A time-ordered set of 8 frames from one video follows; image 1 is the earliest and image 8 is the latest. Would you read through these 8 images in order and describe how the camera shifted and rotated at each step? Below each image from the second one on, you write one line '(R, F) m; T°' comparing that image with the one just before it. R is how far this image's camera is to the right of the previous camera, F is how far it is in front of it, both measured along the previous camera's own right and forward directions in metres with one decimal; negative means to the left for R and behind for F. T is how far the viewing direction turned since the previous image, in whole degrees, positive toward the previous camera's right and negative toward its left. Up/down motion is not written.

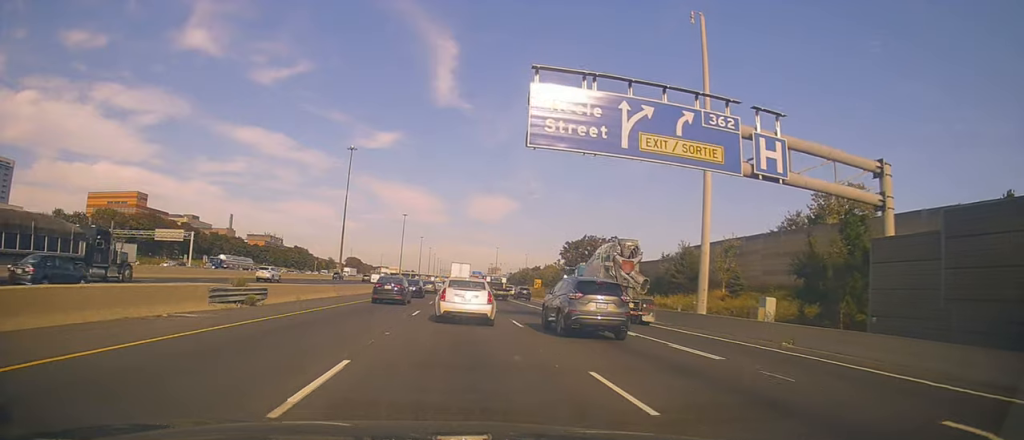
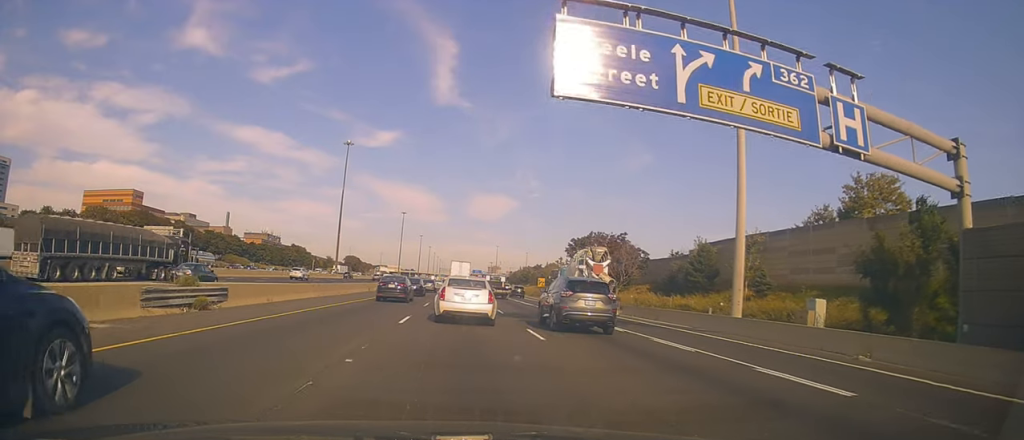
(+0.1, +4.5) m; -2°
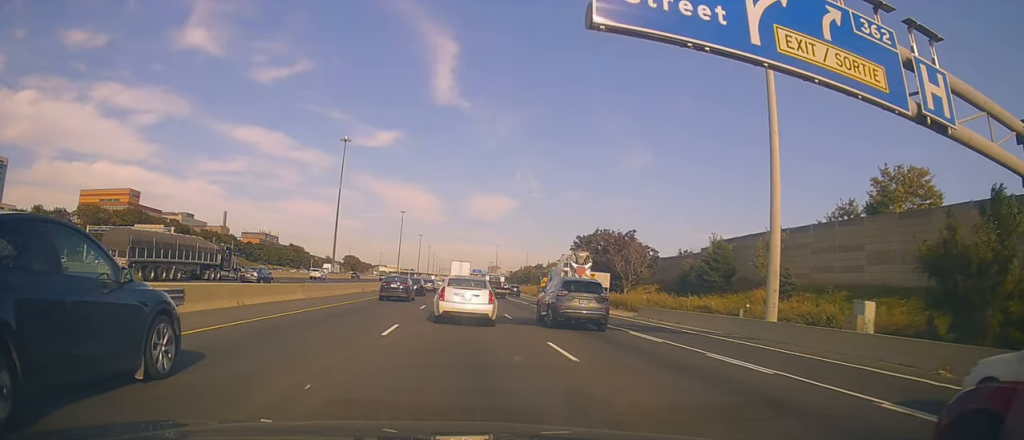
(-0.4, +3.8) m; -2°
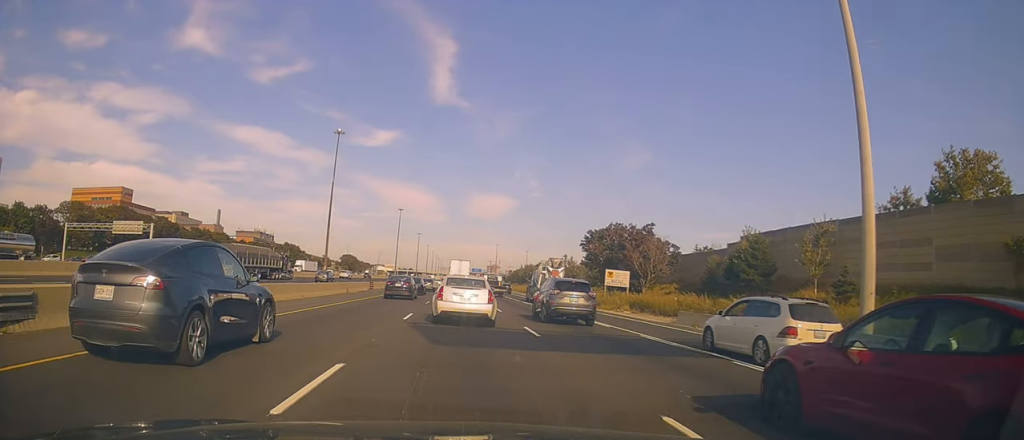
(0.0, +7.8) m; +1°
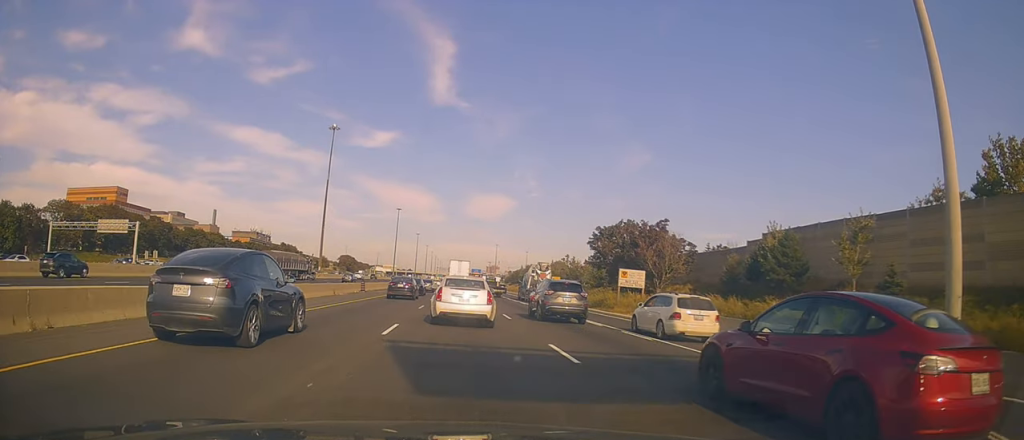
(+0.1, +5.1) m; 0°
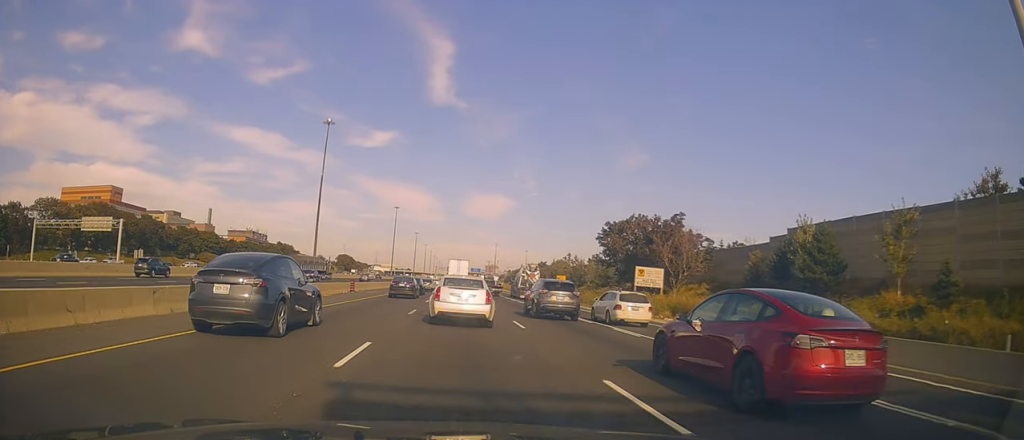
(0.0, +4.9) m; 0°
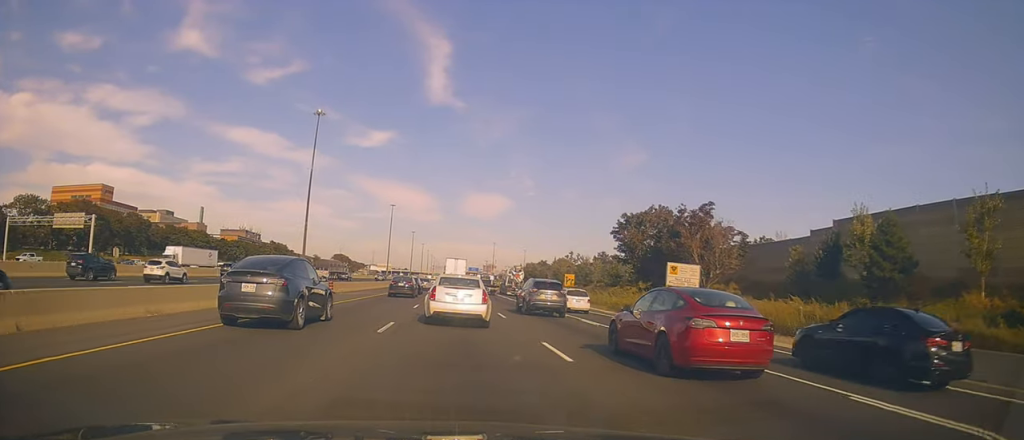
(0.0, +7.4) m; +3°
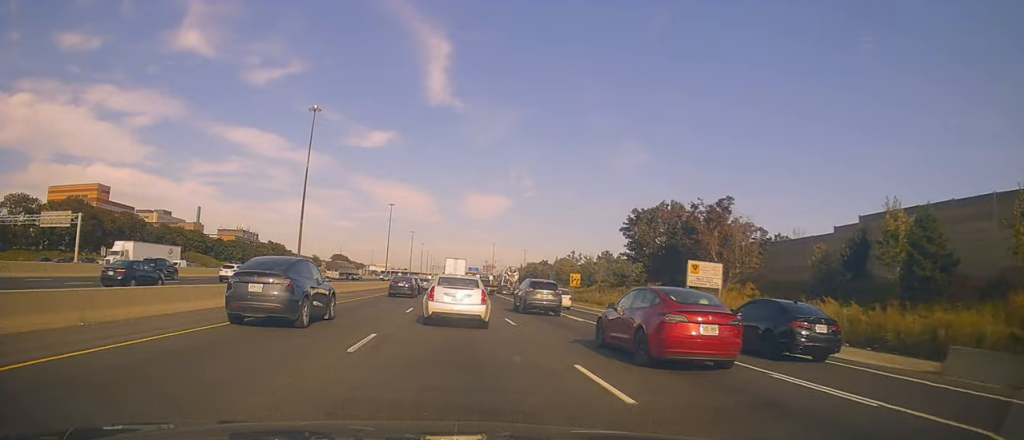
(0.0, +3.5) m; +2°
